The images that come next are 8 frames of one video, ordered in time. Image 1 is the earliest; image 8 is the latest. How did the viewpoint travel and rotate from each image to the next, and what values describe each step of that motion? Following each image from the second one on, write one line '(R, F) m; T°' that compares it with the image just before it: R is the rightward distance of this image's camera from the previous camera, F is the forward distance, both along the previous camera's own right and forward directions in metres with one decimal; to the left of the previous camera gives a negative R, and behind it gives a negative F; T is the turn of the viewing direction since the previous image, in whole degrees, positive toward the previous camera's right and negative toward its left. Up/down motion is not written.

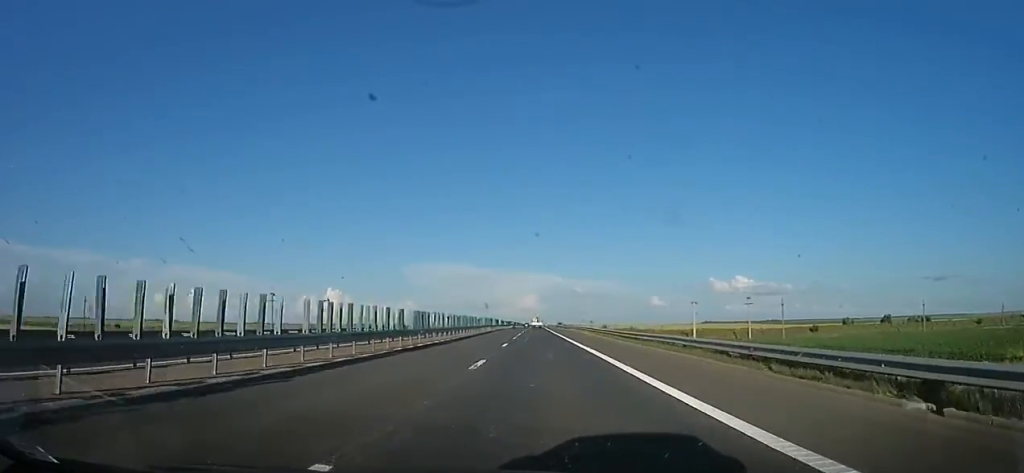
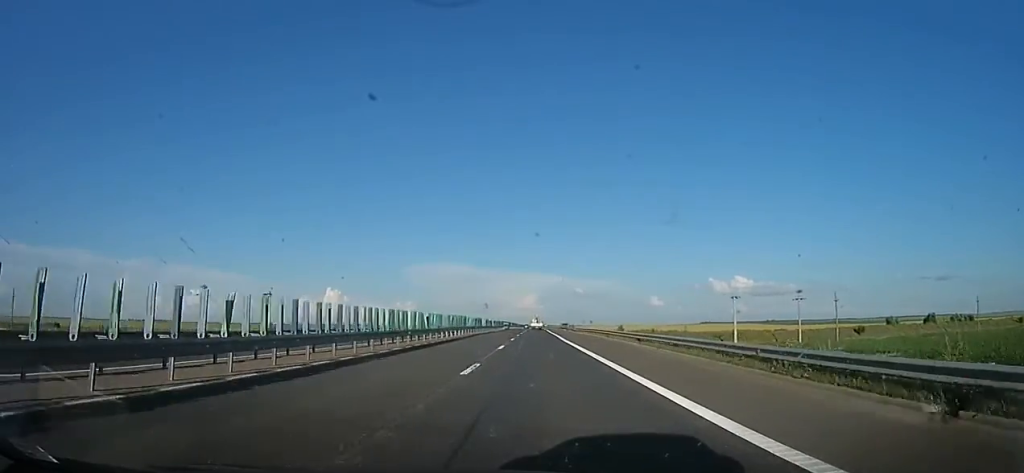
(+0.6, +25.3) m; 0°
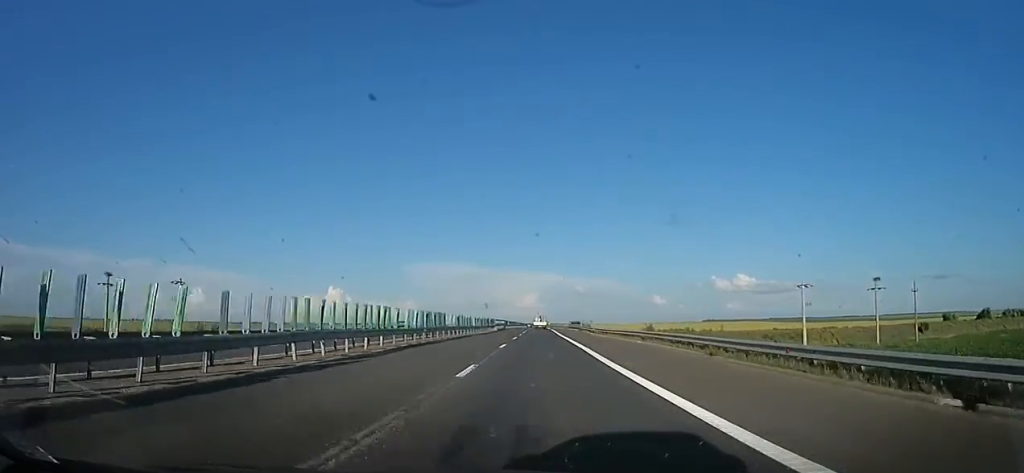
(-1.1, +24.7) m; 0°
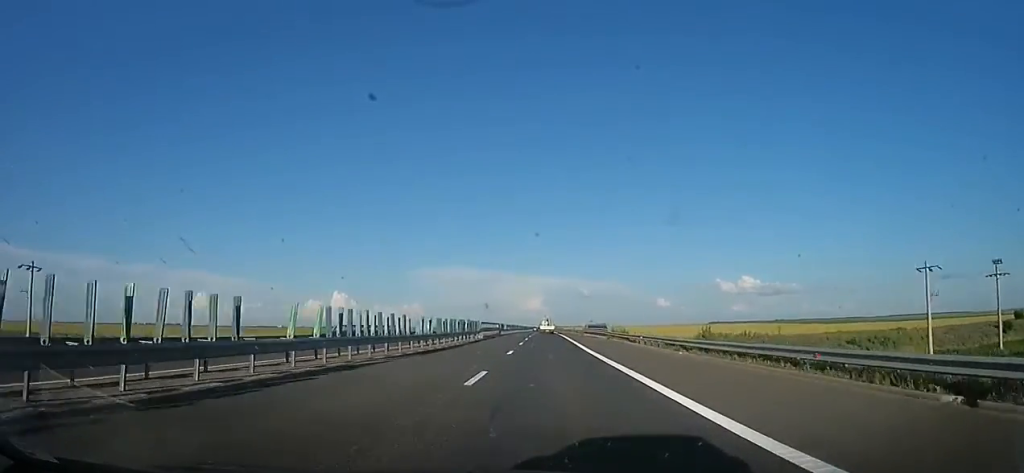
(+0.6, +24.7) m; 0°
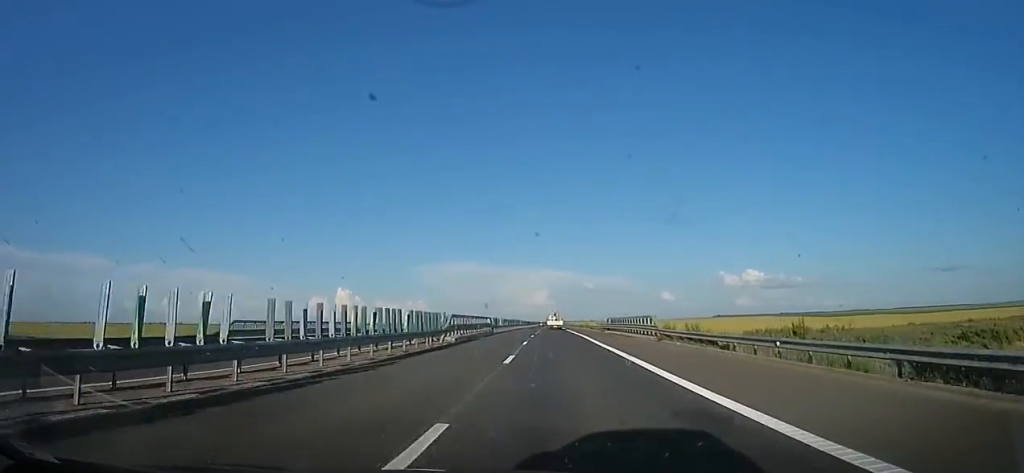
(+0.5, +19.3) m; 0°
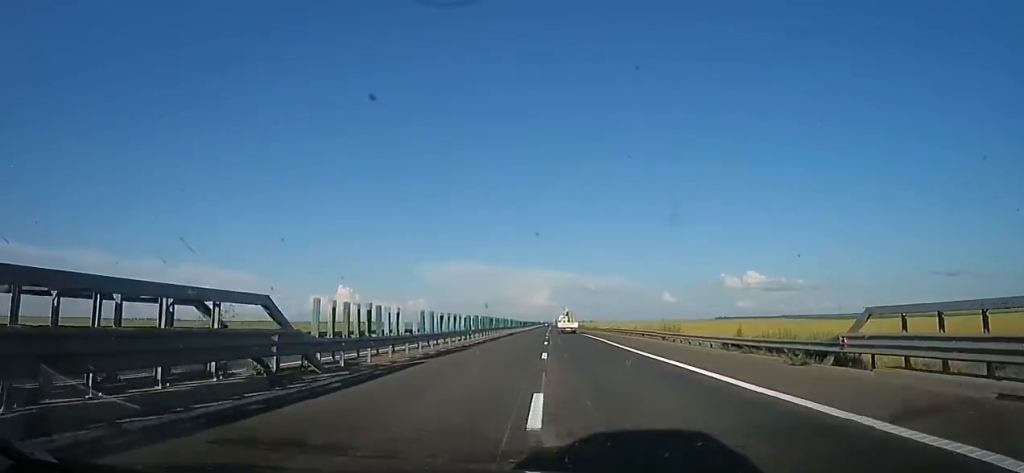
(-0.6, +44.8) m; 0°
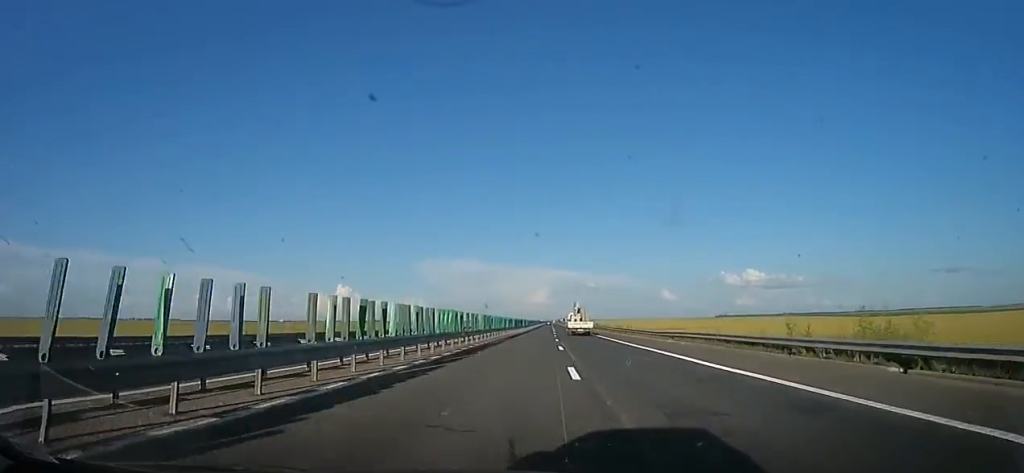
(+0.4, +31.1) m; -1°
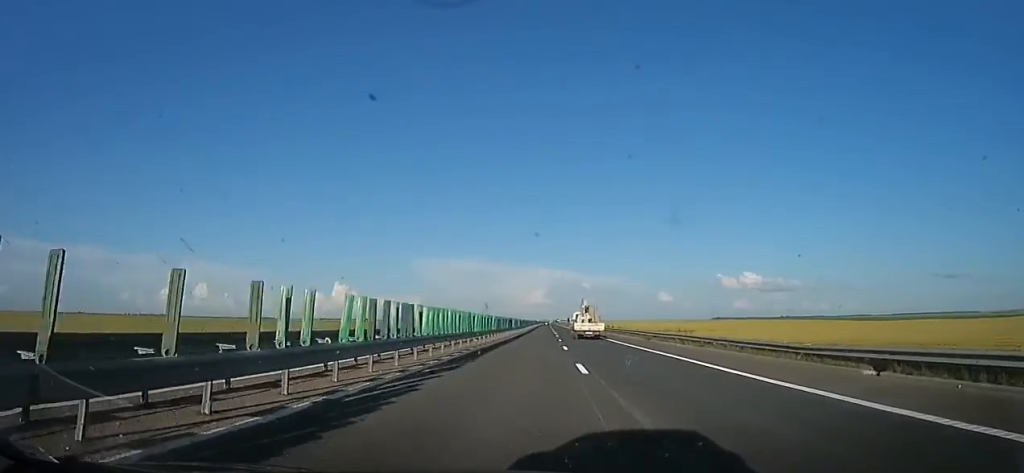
(-0.7, +21.7) m; -2°
